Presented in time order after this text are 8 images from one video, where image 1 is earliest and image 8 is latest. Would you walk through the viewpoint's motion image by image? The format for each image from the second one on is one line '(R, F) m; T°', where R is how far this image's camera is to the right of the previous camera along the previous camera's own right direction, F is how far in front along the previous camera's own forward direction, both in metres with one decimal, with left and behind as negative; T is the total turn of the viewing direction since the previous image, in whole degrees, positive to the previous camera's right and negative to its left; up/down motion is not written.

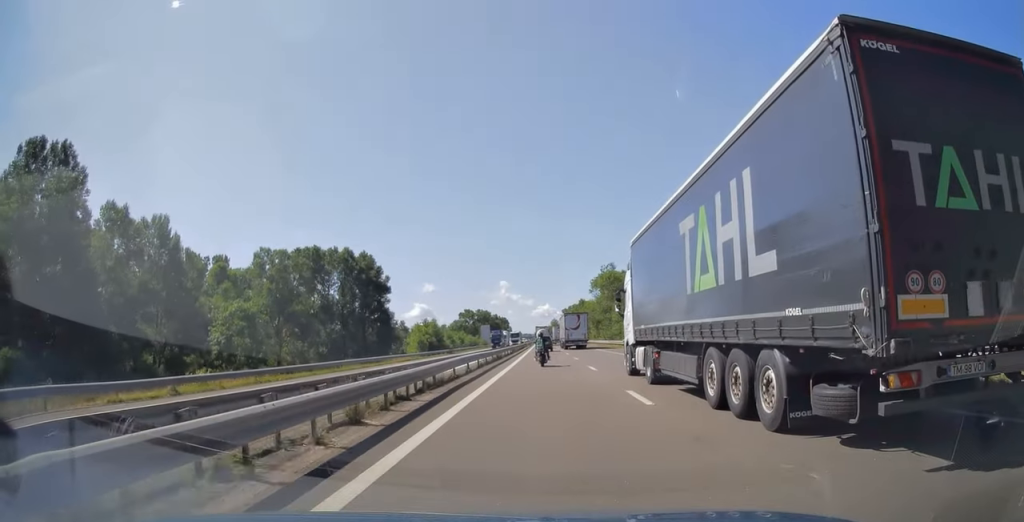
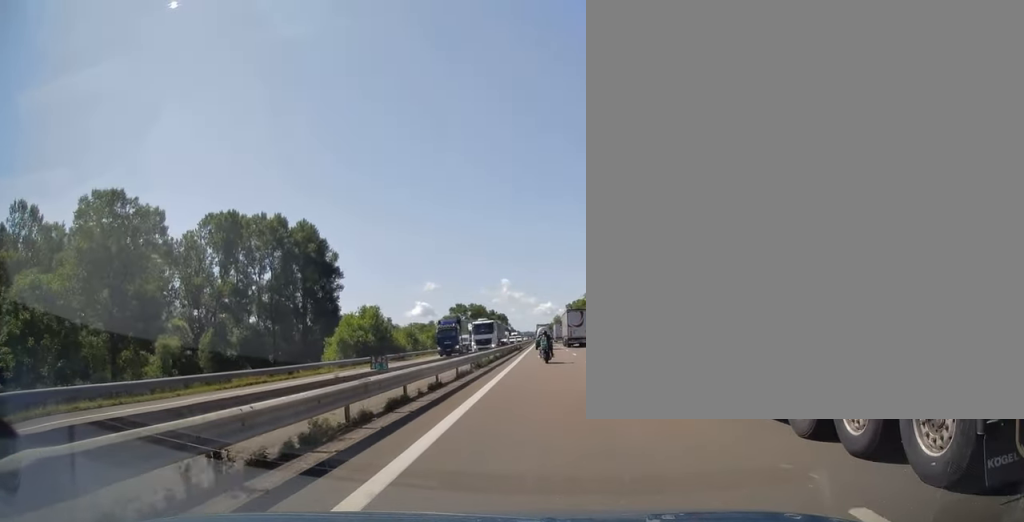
(-0.1, +36.0) m; 0°
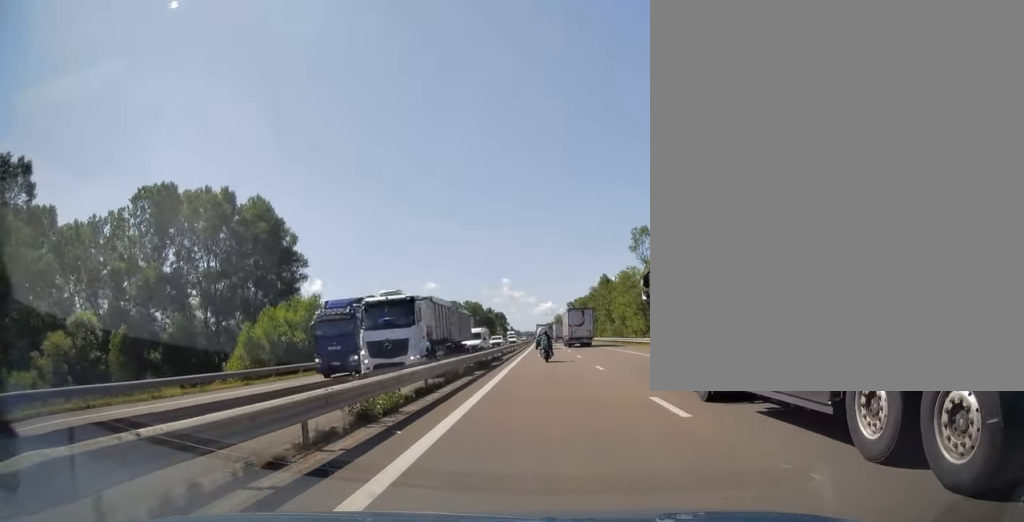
(0.0, +17.7) m; 0°
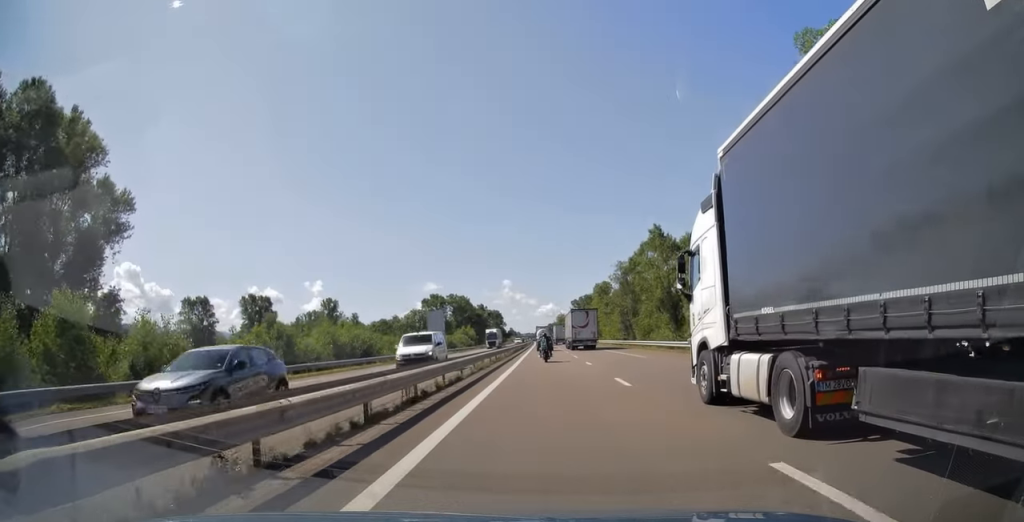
(-0.2, +45.3) m; 0°
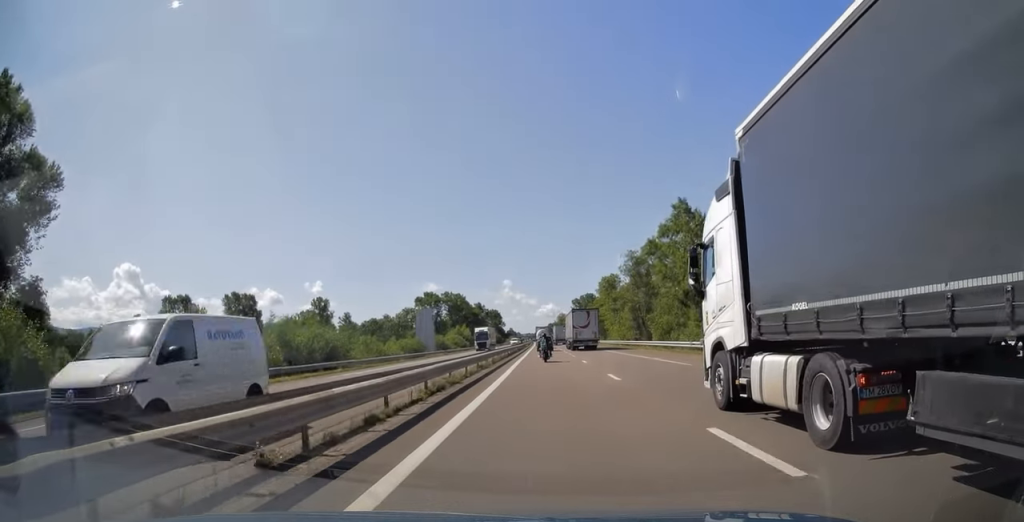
(0.0, +10.6) m; 0°
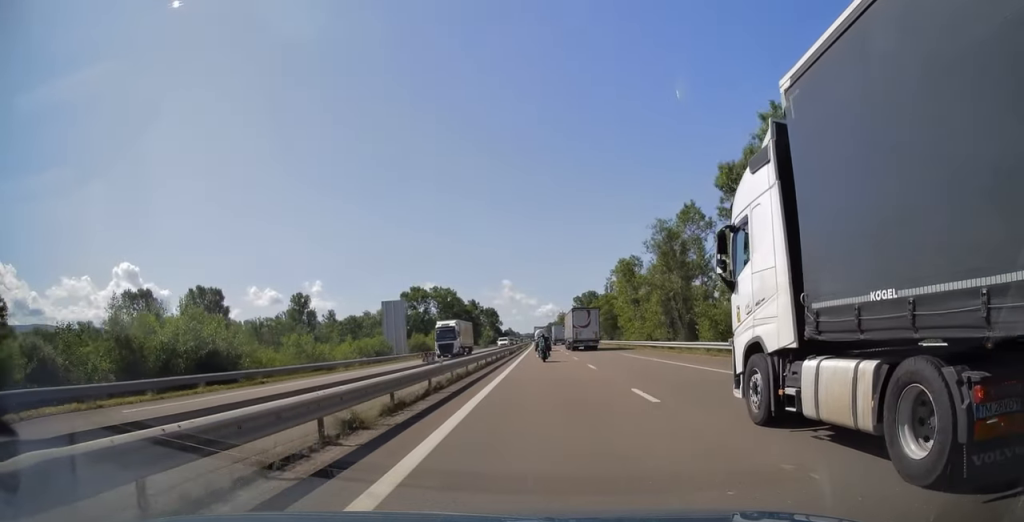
(0.0, +19.3) m; 0°
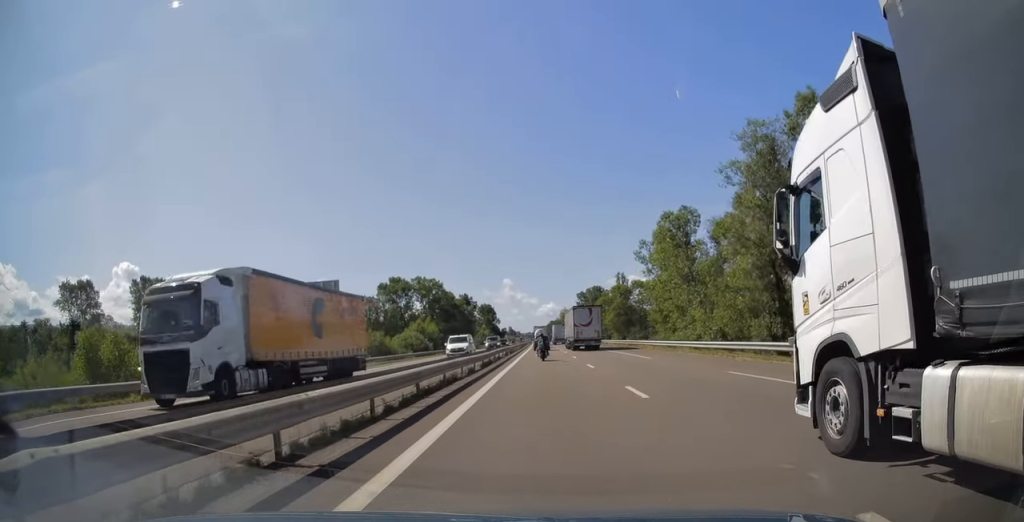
(+0.1, +25.1) m; 0°
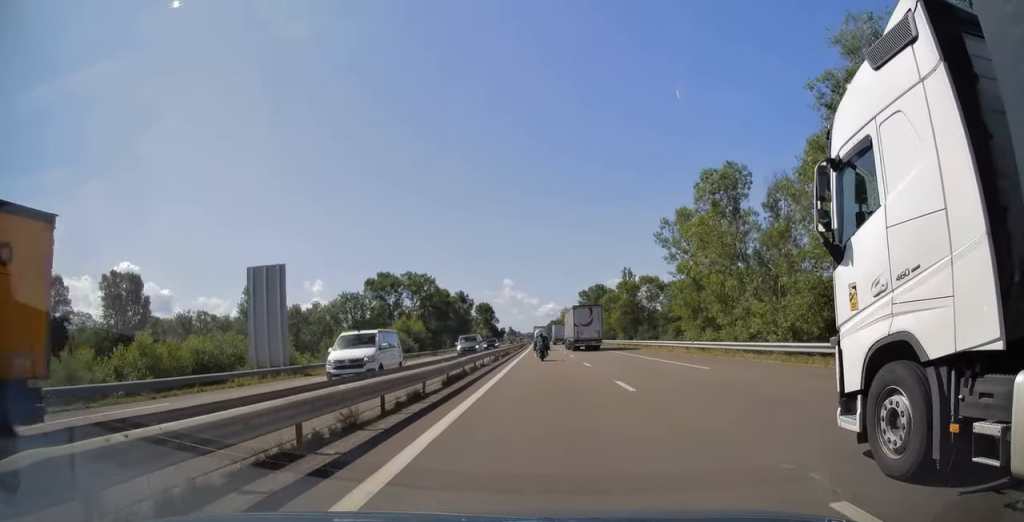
(0.0, +11.2) m; 0°
